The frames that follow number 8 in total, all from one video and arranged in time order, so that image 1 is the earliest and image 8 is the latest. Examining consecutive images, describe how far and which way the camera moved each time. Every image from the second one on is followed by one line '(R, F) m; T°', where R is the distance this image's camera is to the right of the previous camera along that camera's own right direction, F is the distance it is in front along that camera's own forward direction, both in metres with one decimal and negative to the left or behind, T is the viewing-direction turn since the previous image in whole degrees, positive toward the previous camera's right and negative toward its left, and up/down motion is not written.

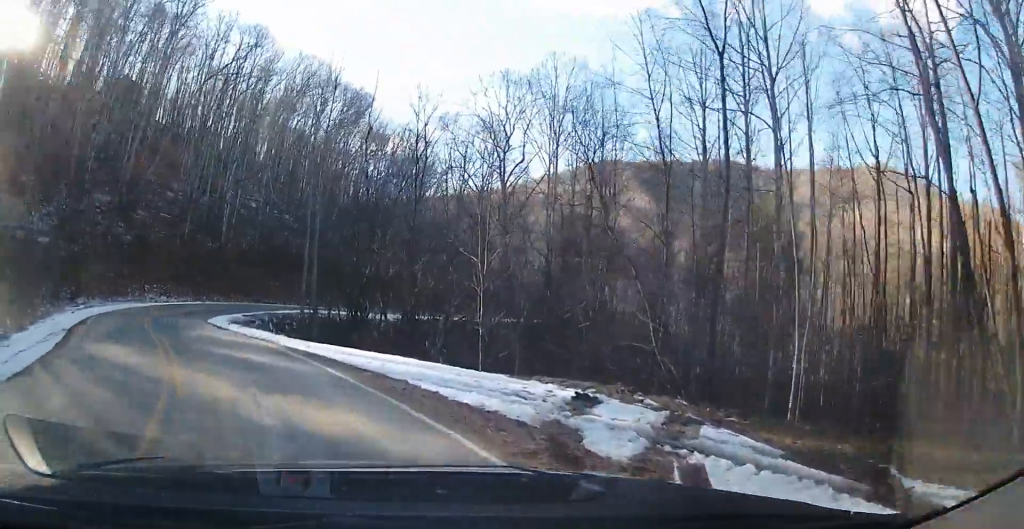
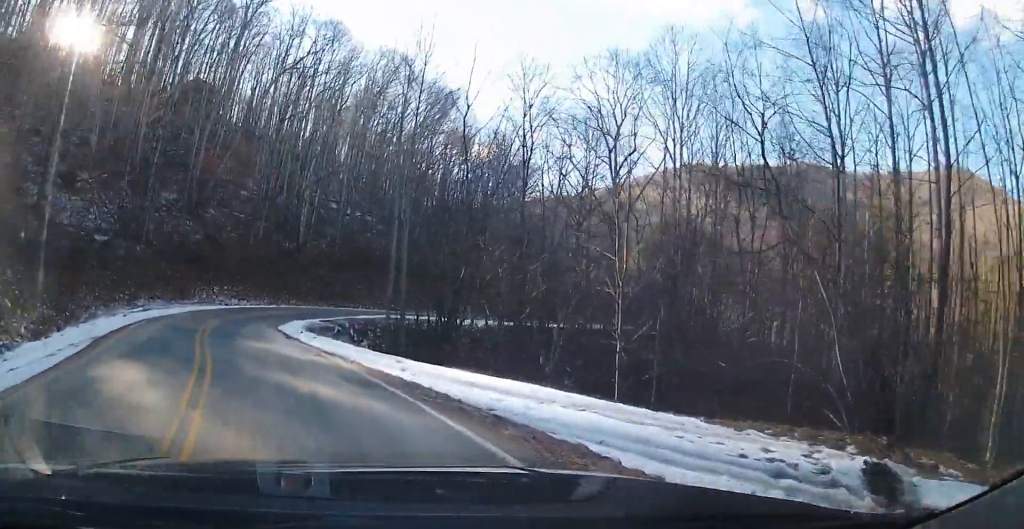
(-0.7, +3.6) m; -15°
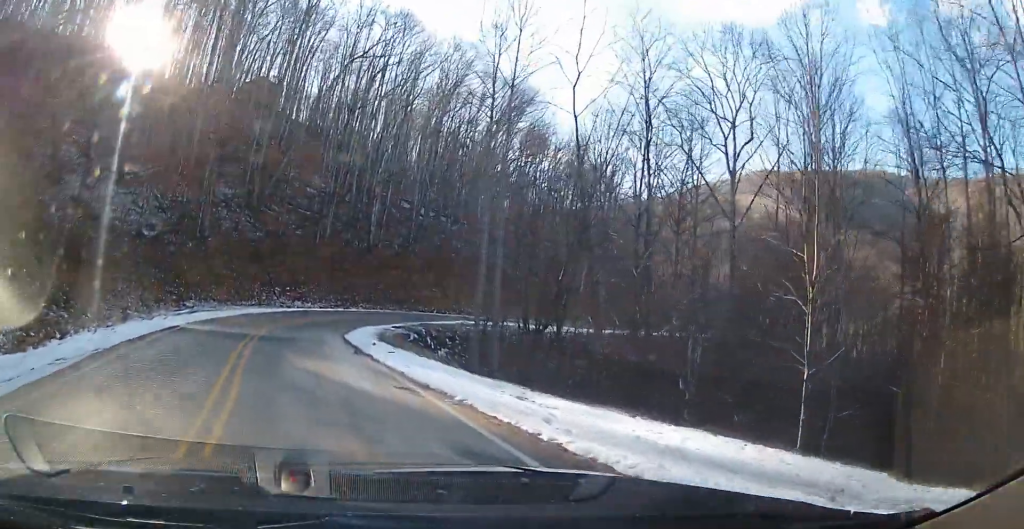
(-0.8, +4.4) m; -13°
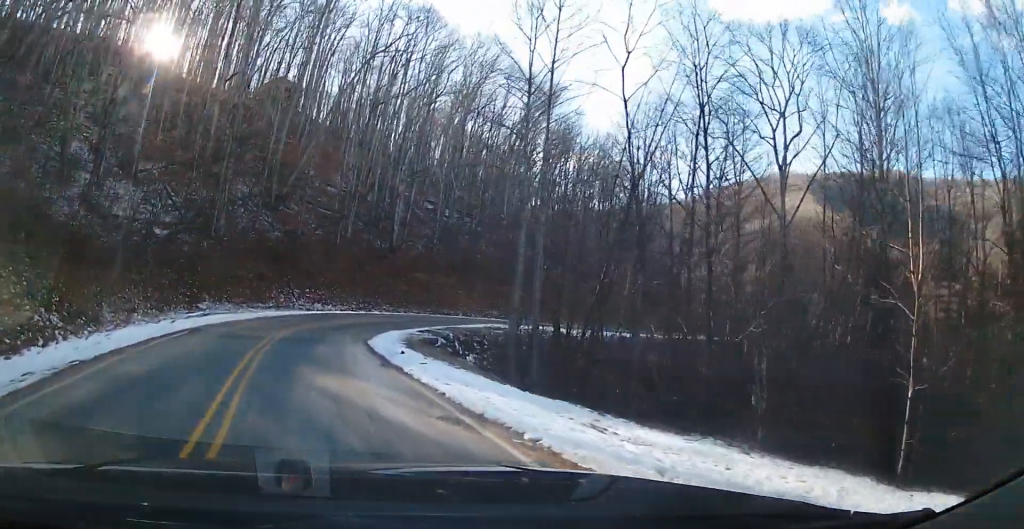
(-0.4, +2.2) m; -2°
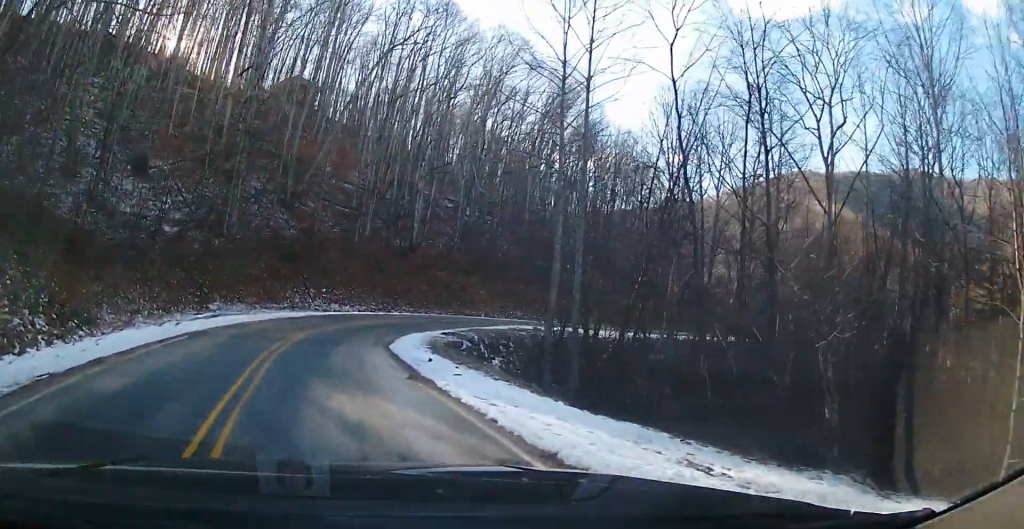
(+0.1, +1.9) m; +1°
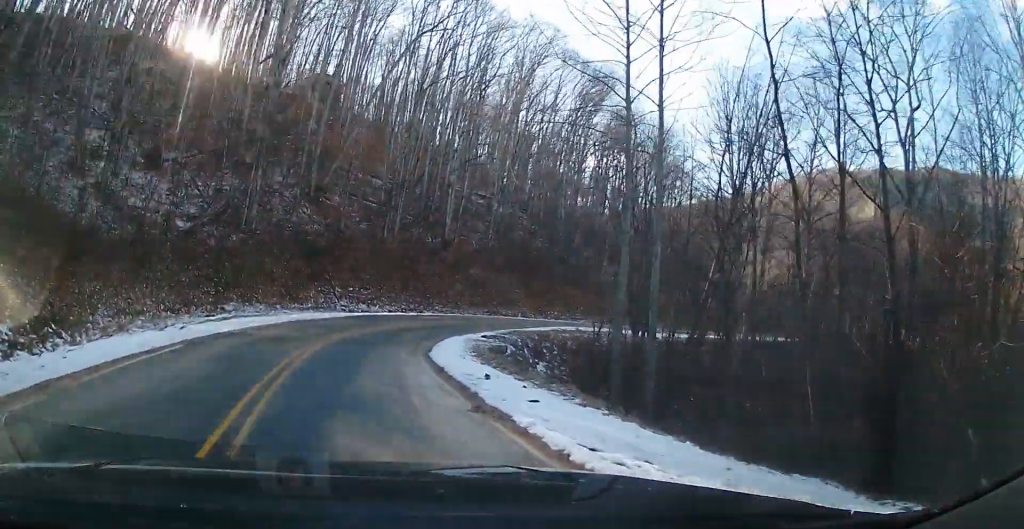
(+0.3, +3.0) m; +5°
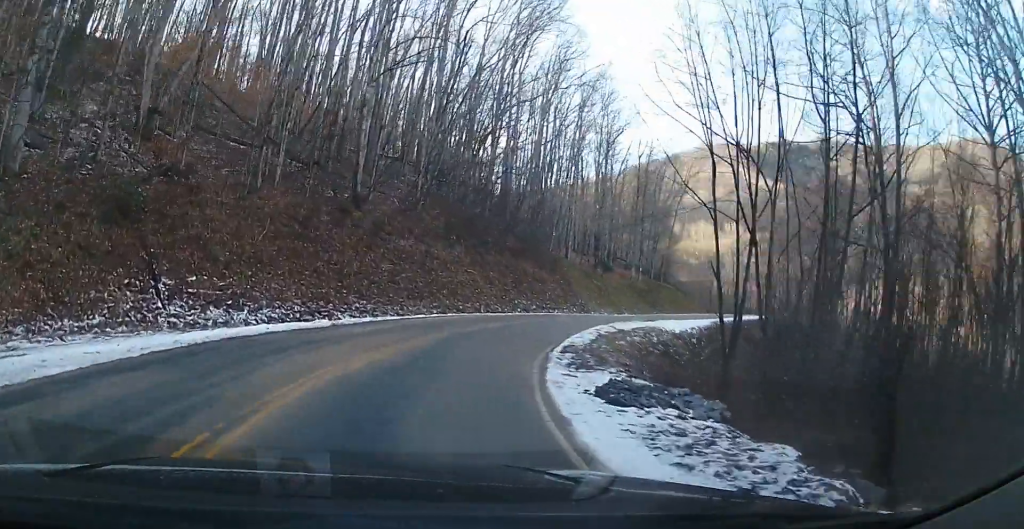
(-0.4, +18.0) m; -1°
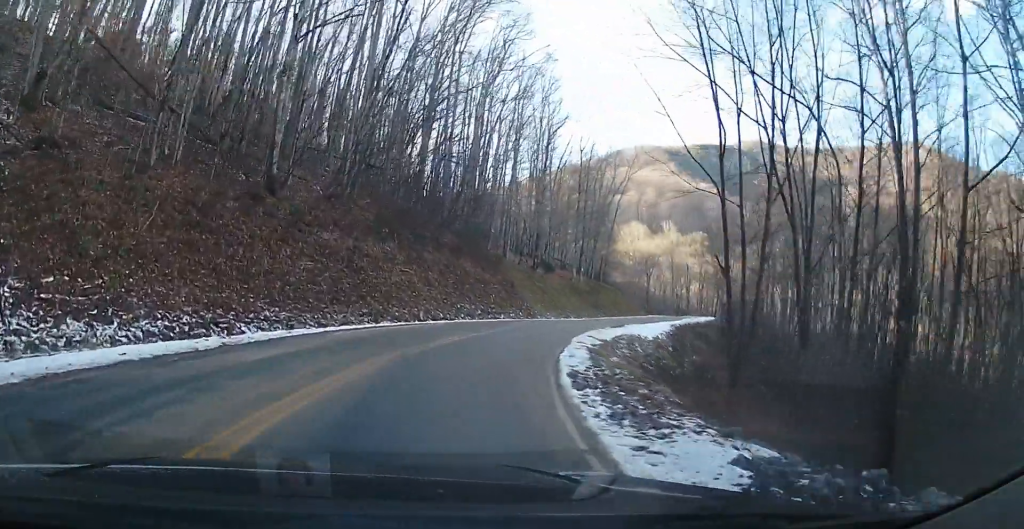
(-0.1, +5.1) m; +5°
